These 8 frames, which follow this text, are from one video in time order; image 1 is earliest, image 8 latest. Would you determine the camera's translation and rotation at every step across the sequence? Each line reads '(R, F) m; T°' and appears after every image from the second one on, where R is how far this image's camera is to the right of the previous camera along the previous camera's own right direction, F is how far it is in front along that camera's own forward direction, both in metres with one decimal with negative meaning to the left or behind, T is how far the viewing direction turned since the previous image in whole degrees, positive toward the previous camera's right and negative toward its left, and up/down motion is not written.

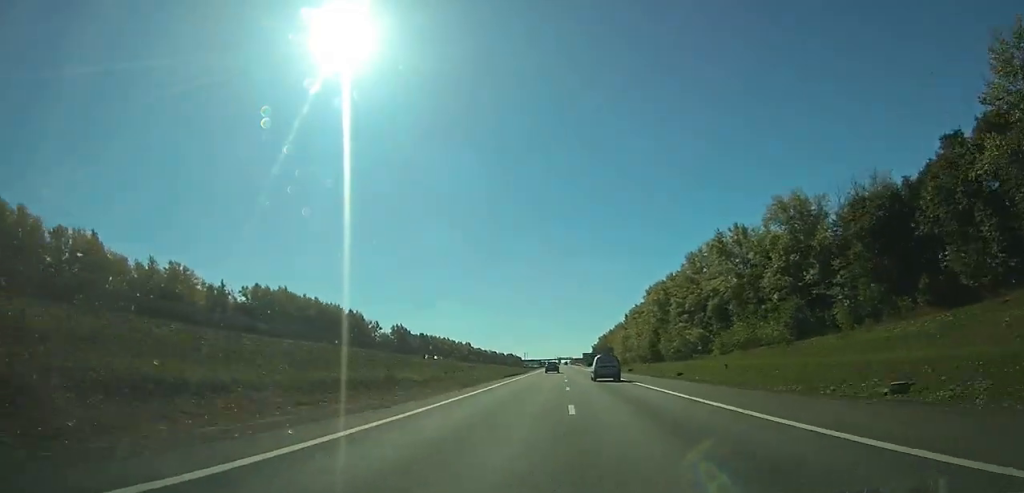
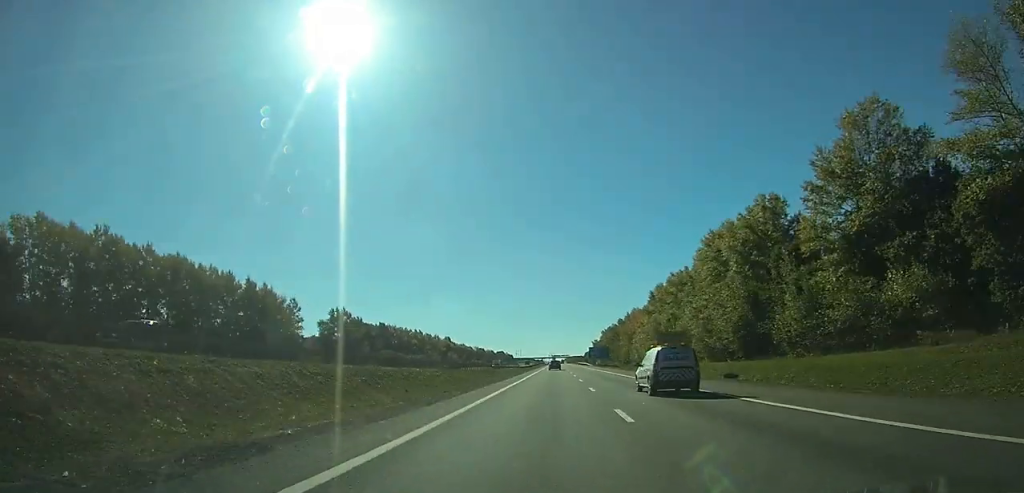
(+0.1, +73.9) m; 0°
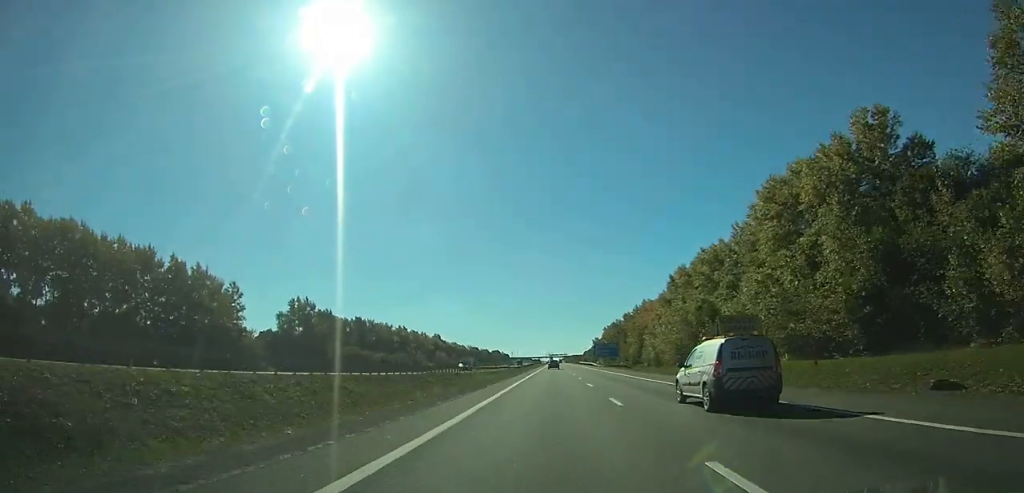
(+0.1, +32.1) m; 0°
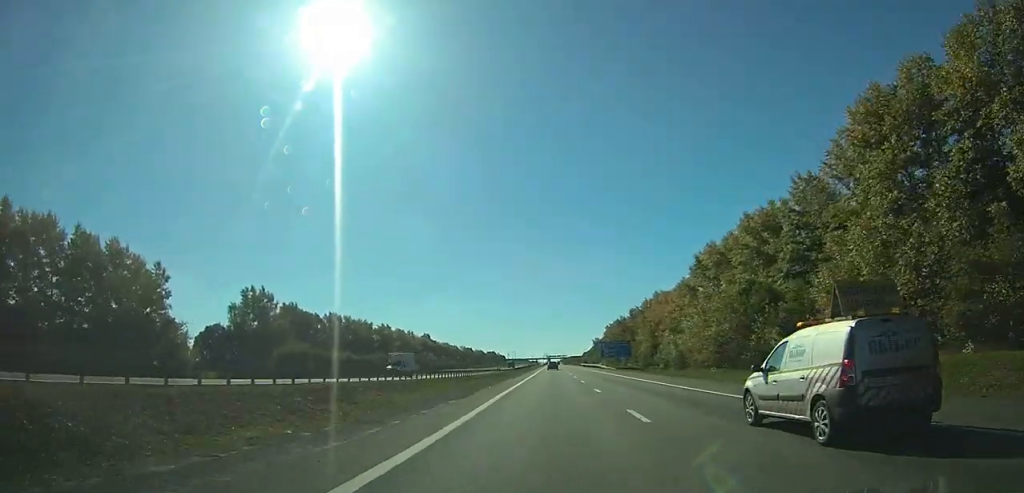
(+0.1, +28.2) m; 0°
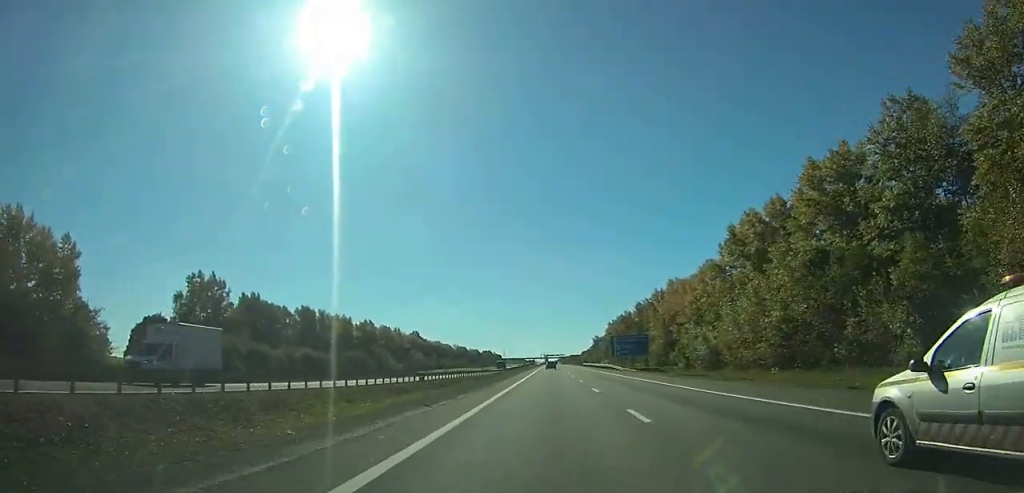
(0.0, +24.4) m; 0°
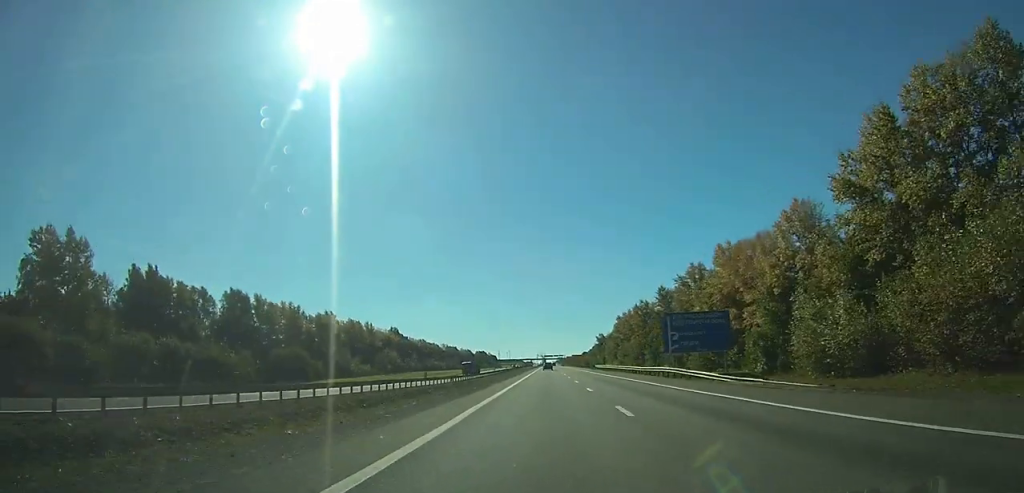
(+0.1, +46.7) m; 0°
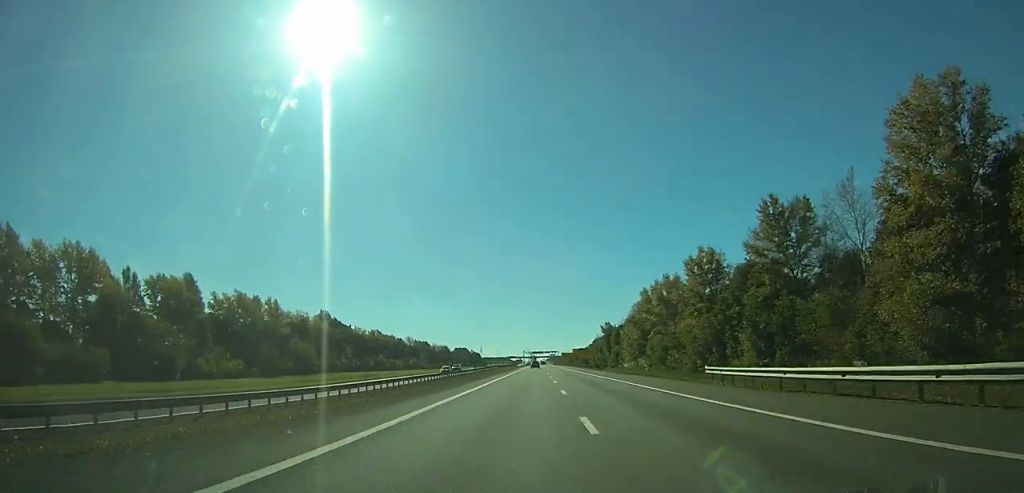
(+0.3, +87.6) m; +1°
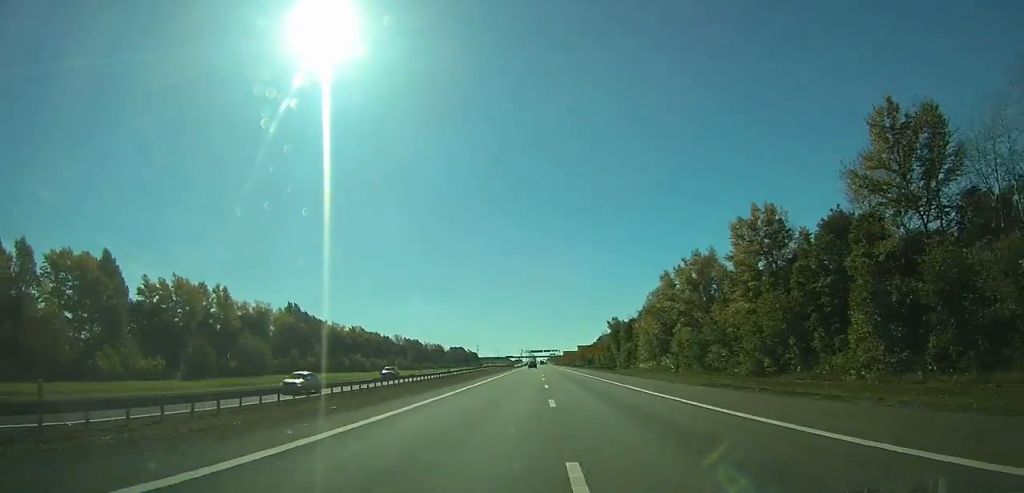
(+0.1, +29.7) m; 0°
